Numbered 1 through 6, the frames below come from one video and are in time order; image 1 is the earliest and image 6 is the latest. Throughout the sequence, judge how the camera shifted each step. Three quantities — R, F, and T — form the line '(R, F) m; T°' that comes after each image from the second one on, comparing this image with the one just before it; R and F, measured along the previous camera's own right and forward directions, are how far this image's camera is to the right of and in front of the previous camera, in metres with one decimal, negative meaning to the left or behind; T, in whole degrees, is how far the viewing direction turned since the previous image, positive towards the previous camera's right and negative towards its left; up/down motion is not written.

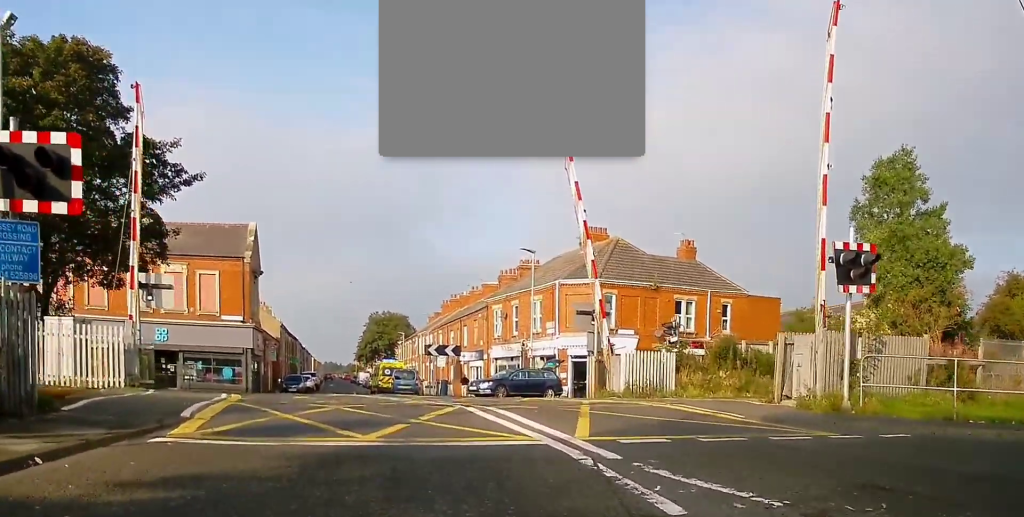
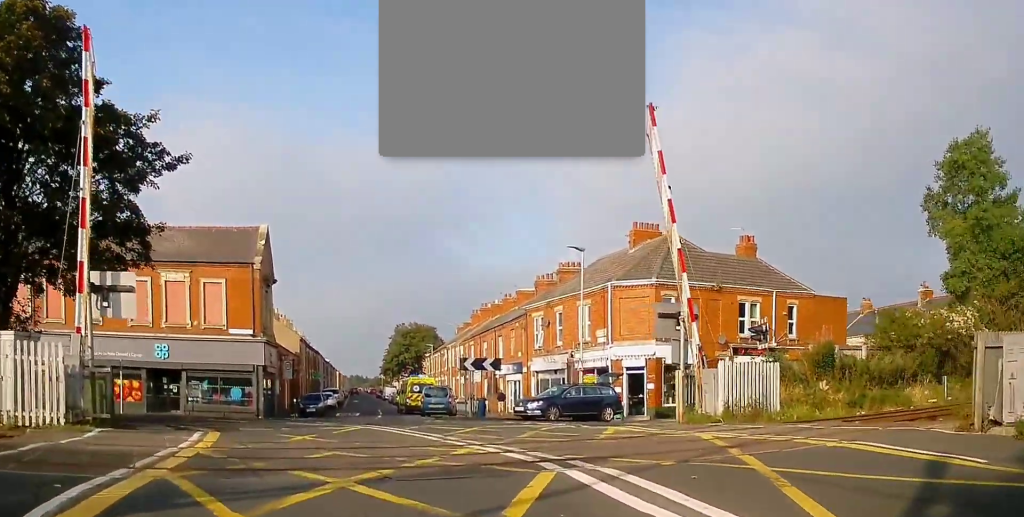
(-0.5, +5.6) m; -2°
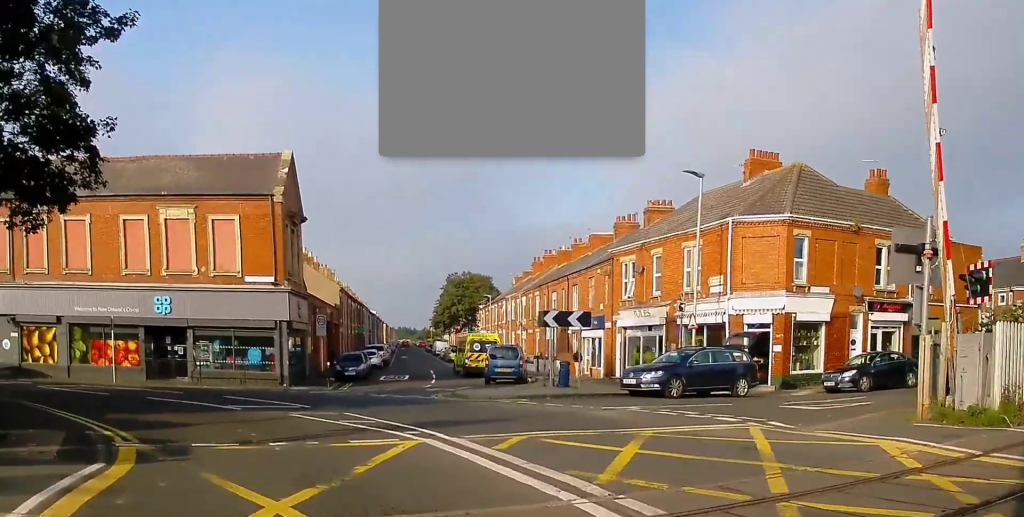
(0.0, +7.8) m; -5°
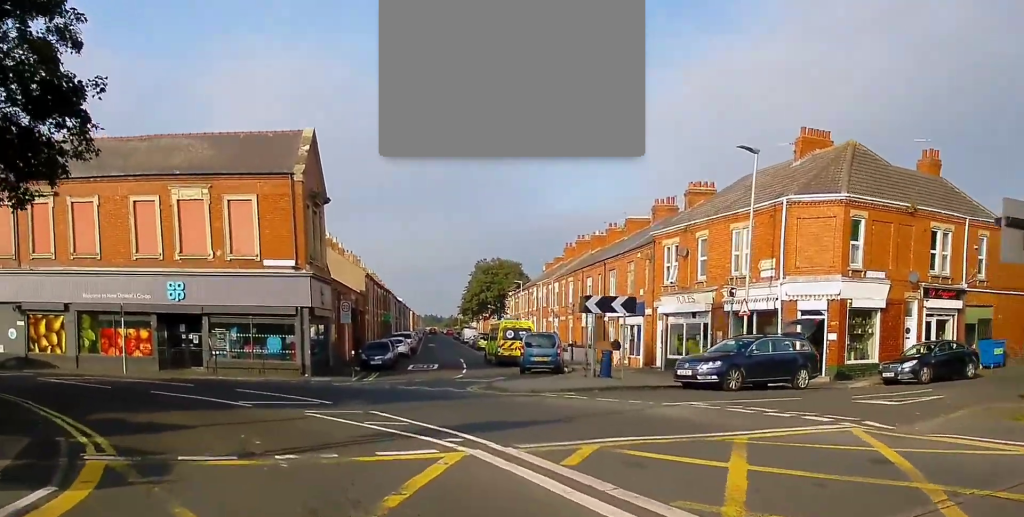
(-0.1, +1.5) m; -3°
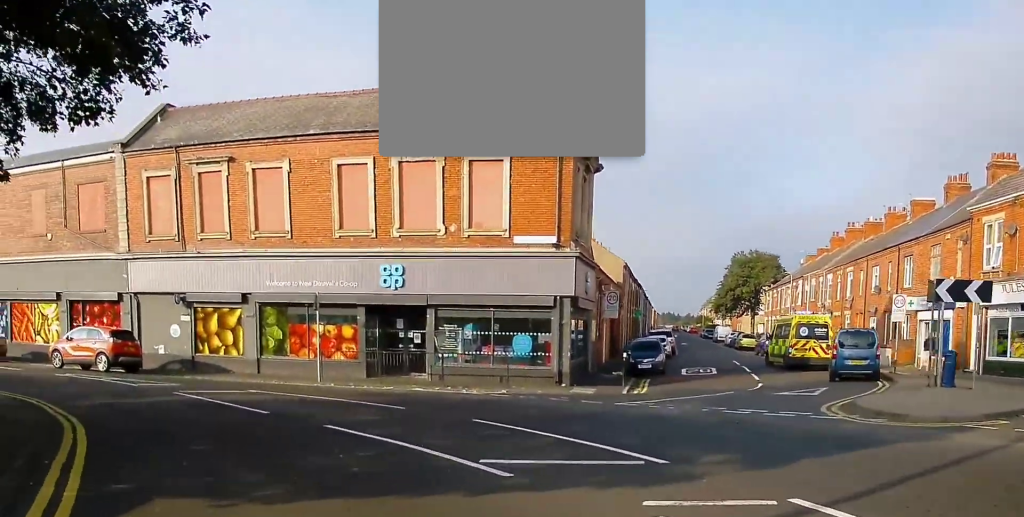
(-0.1, +6.2) m; -6°
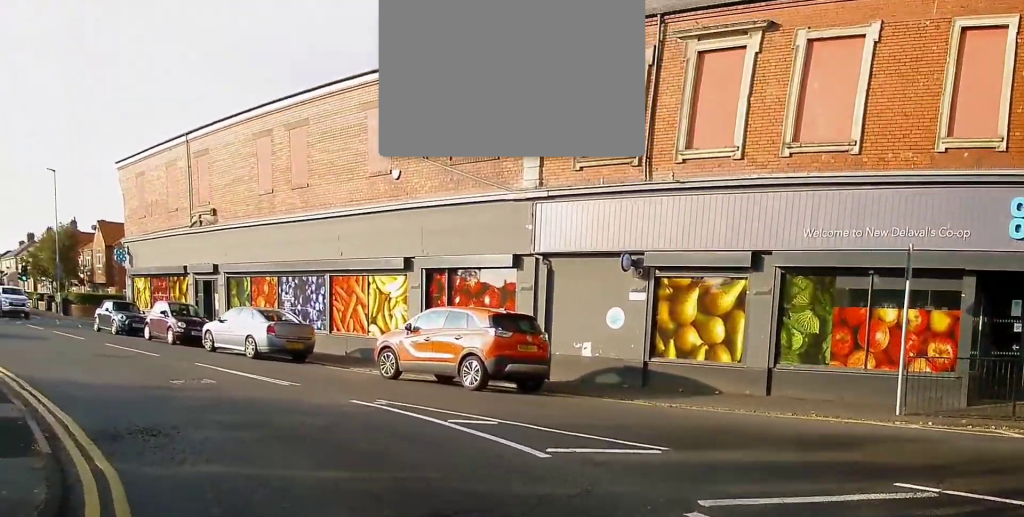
(-3.2, +12.3) m; -33°
